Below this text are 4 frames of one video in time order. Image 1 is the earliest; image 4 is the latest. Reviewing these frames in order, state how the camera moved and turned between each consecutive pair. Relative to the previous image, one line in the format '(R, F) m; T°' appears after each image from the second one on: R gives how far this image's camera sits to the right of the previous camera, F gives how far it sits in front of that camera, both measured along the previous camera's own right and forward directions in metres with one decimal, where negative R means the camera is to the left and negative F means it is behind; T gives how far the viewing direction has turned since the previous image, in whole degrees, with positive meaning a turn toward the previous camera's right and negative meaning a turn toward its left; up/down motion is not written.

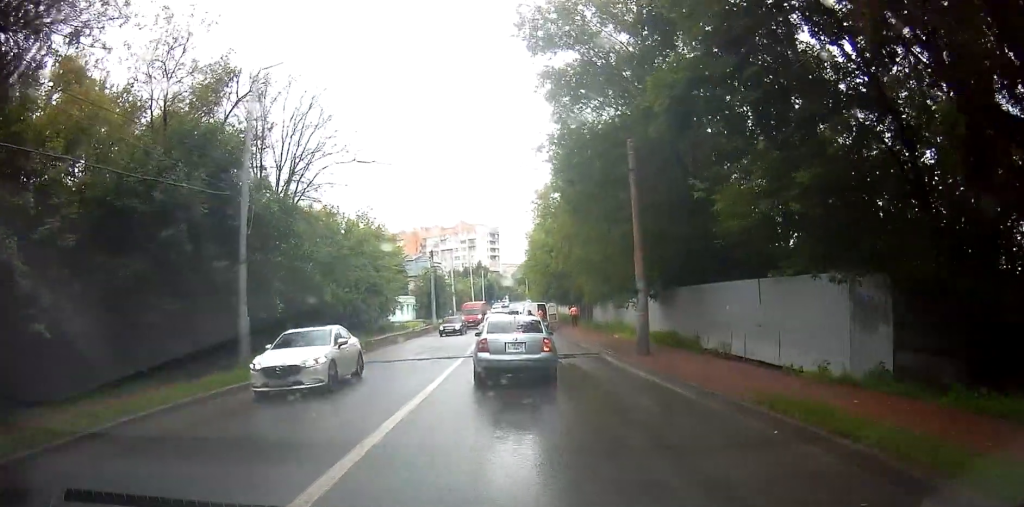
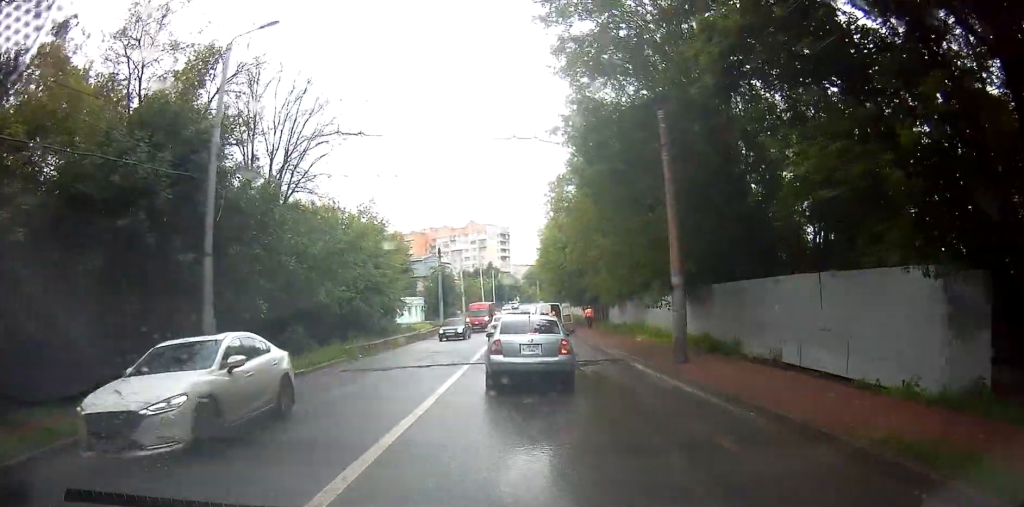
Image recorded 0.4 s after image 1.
(0.0, +3.0) m; +1°
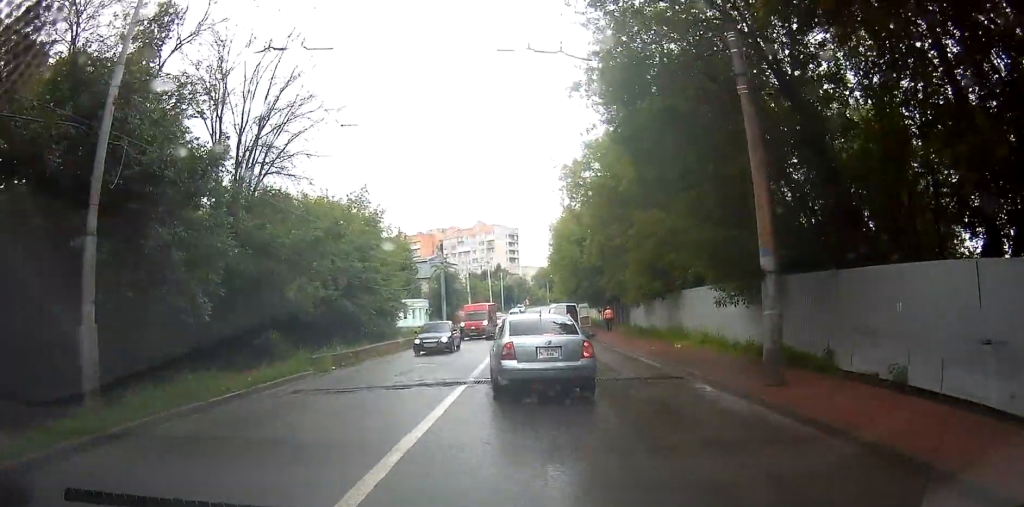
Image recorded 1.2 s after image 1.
(+0.3, +4.9) m; -2°
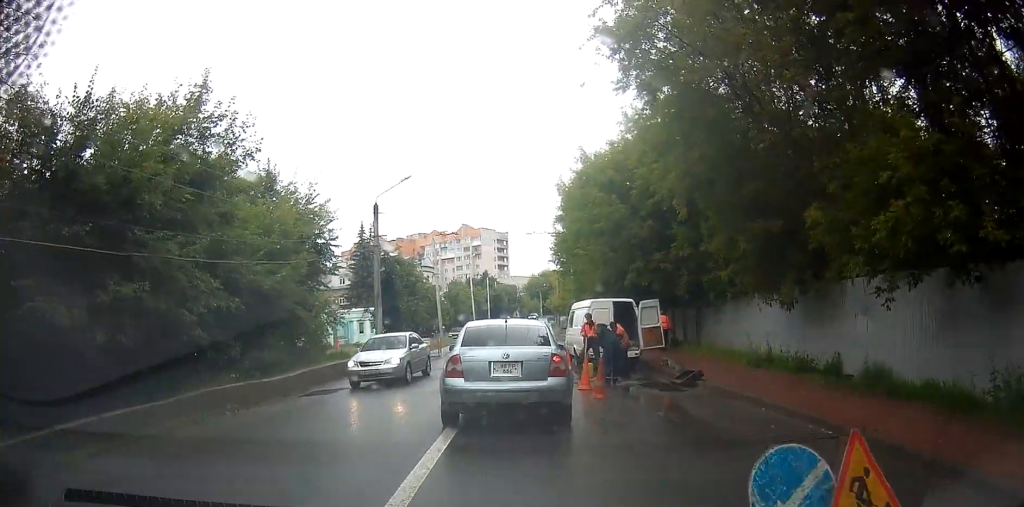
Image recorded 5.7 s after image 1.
(+0.2, +20.7) m; -1°
